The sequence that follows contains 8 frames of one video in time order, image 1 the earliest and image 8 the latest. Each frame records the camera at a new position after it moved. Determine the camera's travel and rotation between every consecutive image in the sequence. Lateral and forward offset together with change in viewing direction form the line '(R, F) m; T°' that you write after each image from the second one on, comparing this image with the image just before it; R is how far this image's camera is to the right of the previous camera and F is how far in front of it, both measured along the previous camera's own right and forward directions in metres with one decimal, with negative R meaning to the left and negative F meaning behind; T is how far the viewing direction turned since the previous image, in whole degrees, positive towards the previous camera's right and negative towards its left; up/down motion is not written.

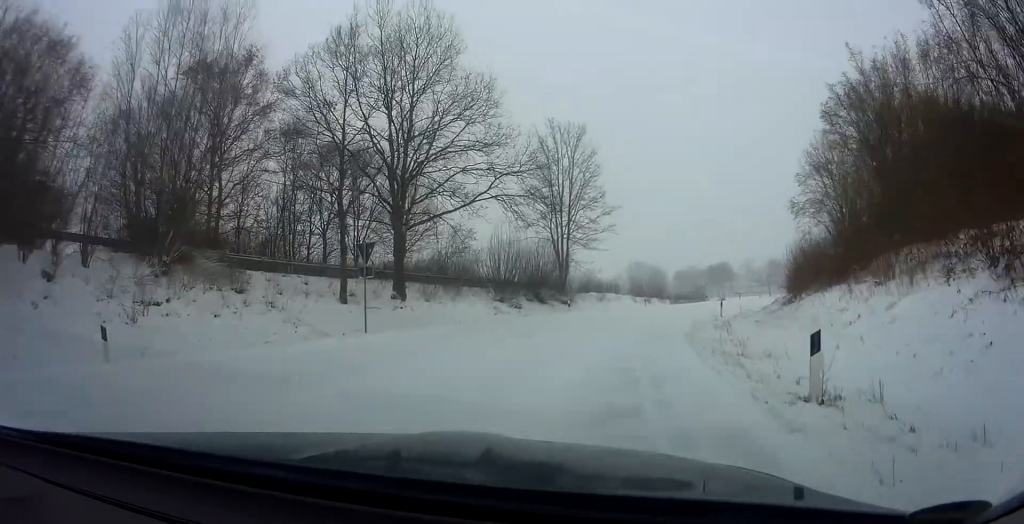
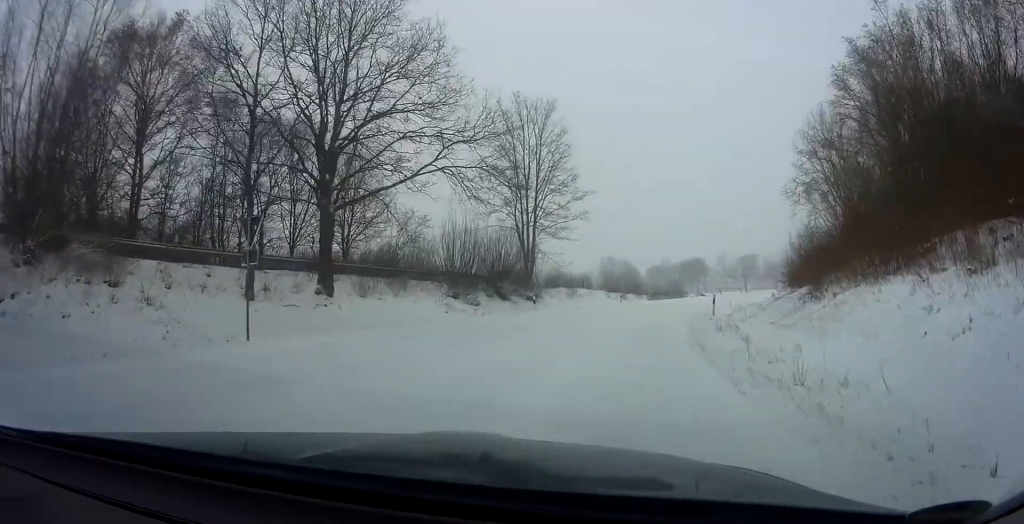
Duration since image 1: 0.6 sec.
(+0.2, +5.3) m; +4°
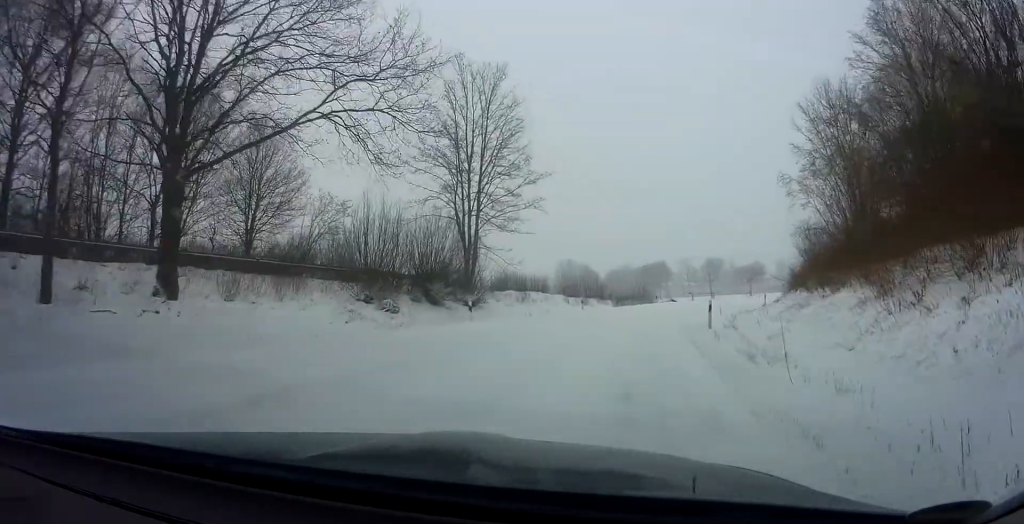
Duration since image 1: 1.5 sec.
(+0.3, +7.8) m; +5°
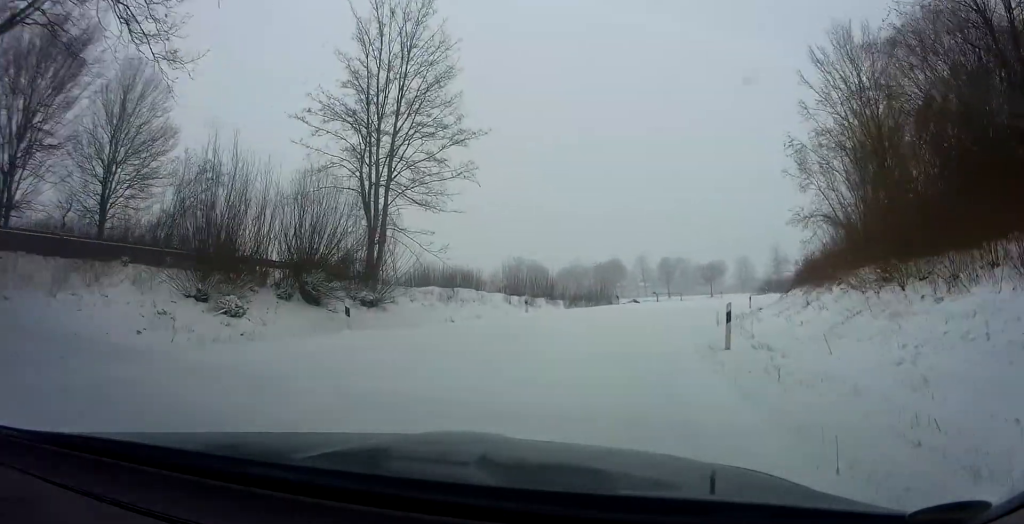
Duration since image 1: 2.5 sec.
(+0.5, +9.2) m; +4°
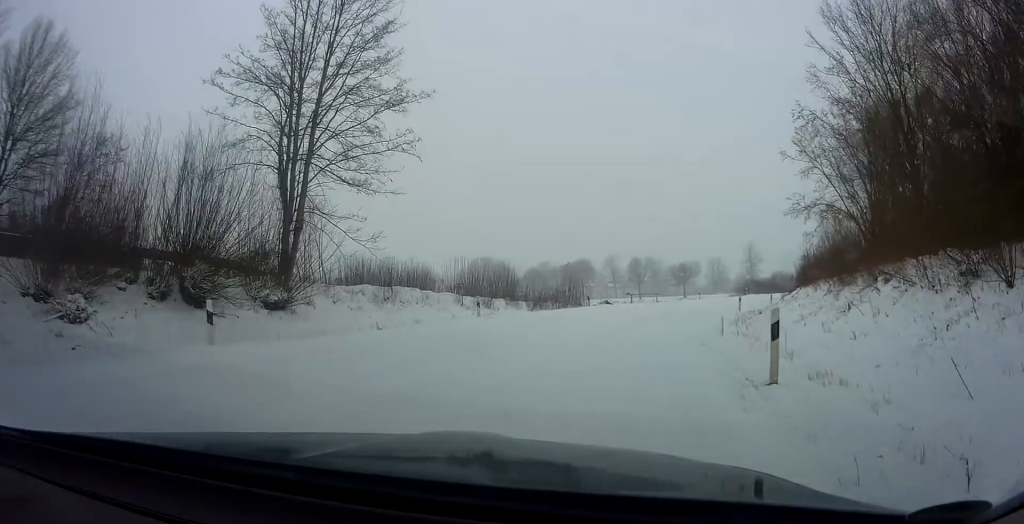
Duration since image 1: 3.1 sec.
(-0.1, +5.1) m; +2°
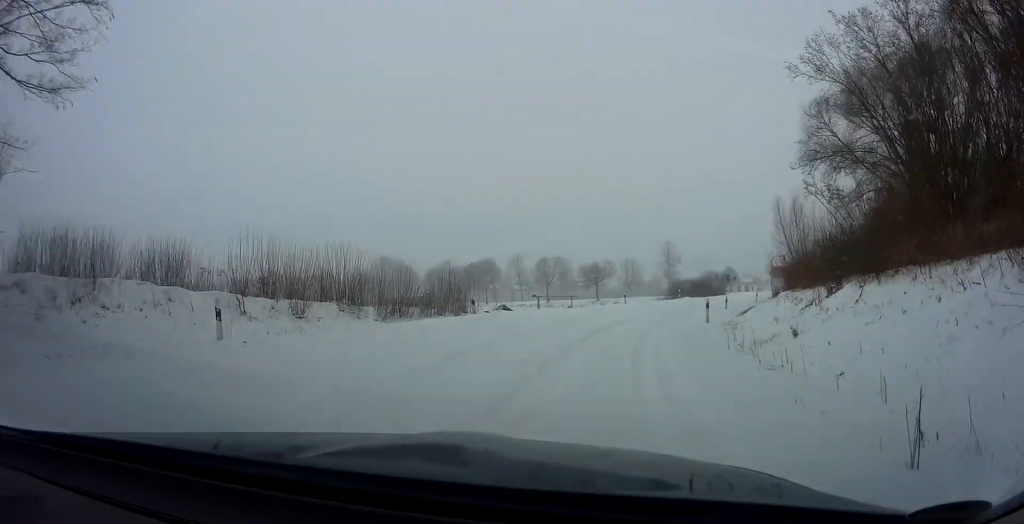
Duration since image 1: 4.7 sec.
(+1.5, +13.6) m; +12°
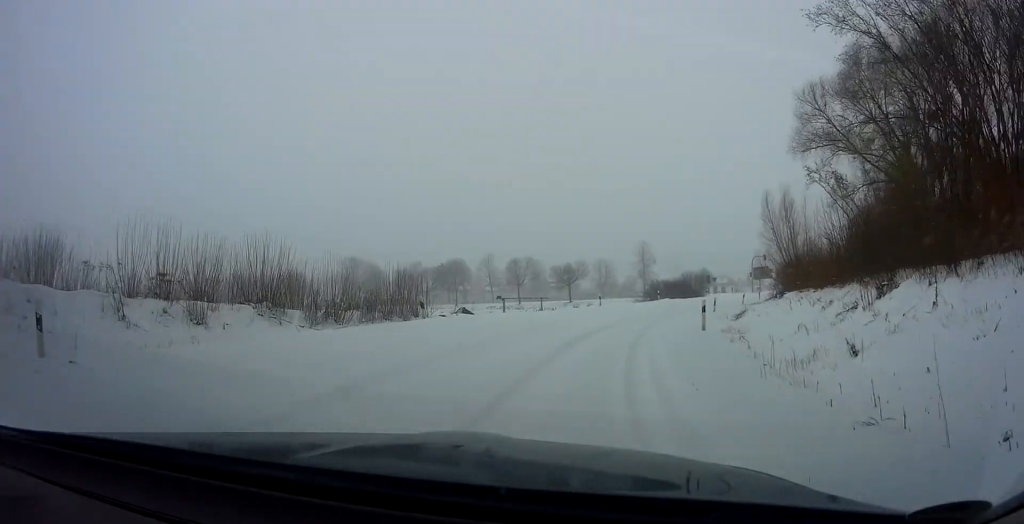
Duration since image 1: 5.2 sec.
(+0.1, +4.8) m; +3°
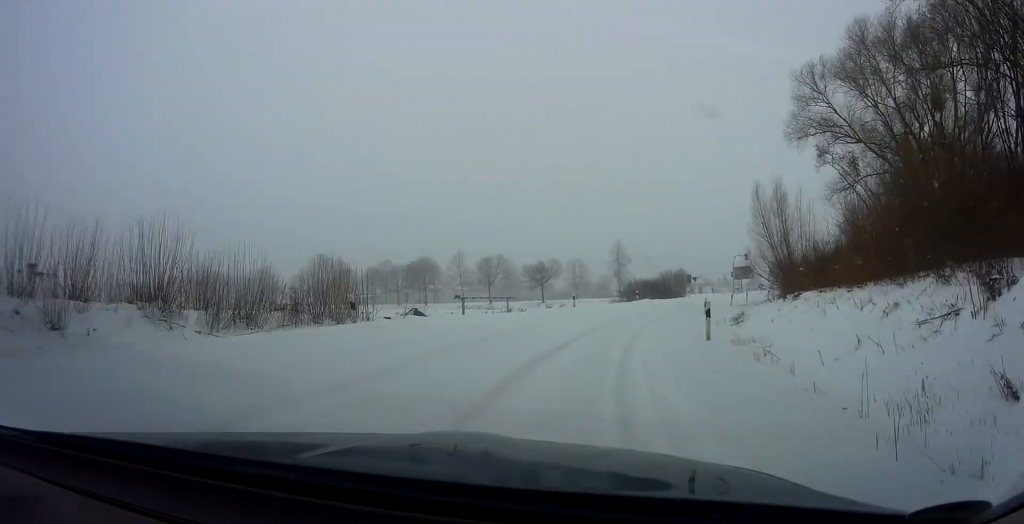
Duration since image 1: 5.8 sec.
(+0.2, +4.6) m; +2°
